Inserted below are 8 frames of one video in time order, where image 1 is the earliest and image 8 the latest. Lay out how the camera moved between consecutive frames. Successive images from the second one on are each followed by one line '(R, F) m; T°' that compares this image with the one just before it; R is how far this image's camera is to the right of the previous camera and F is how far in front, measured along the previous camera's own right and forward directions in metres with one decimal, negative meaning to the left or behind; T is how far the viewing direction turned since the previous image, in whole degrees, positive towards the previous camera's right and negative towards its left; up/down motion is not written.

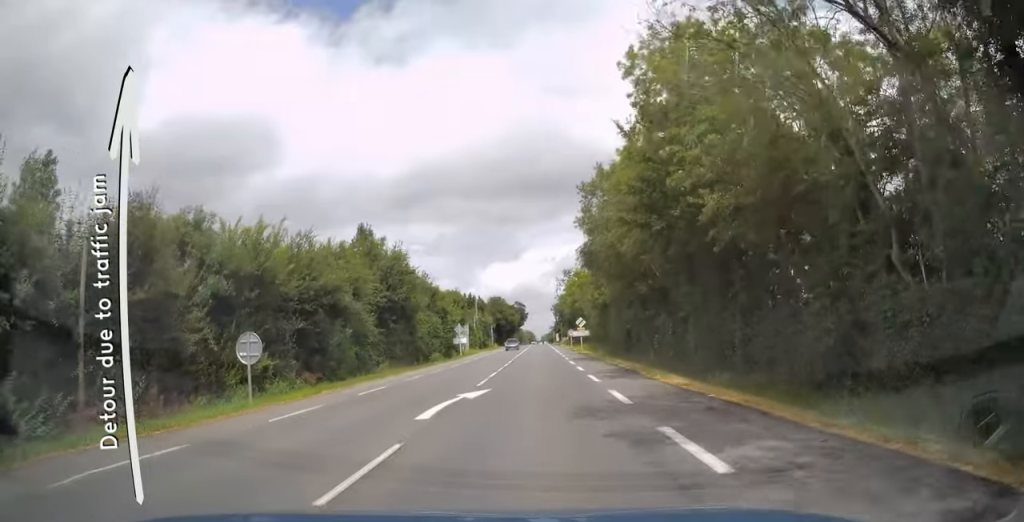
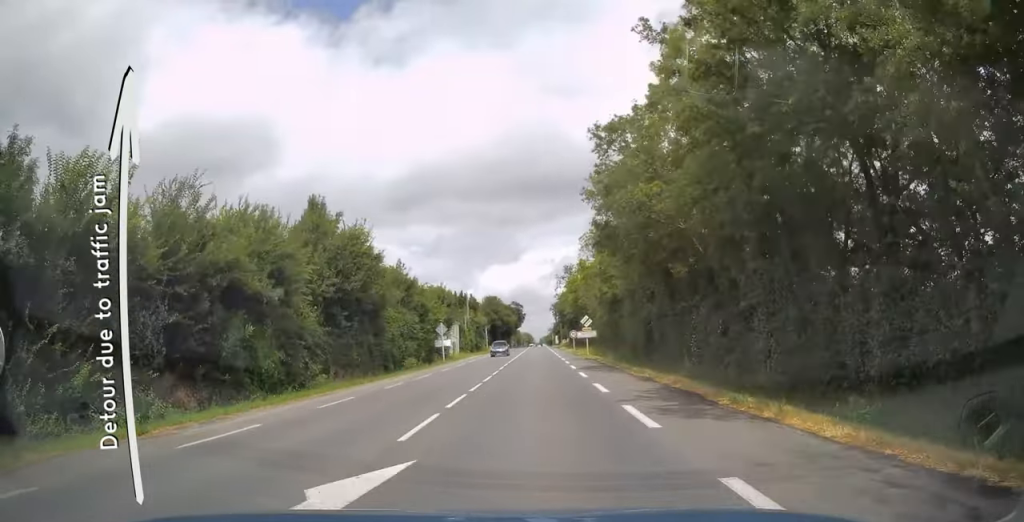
(0.0, +9.7) m; 0°
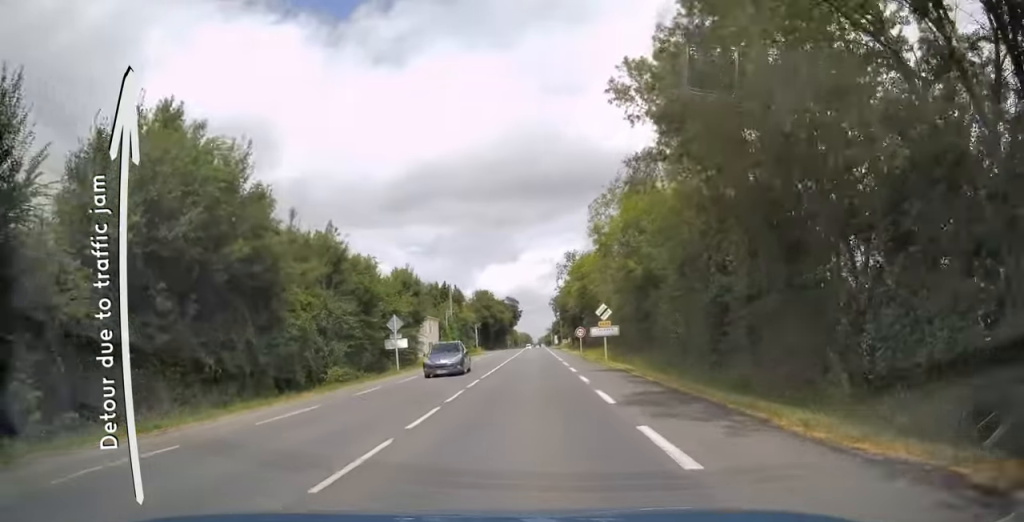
(0.0, +15.6) m; 0°
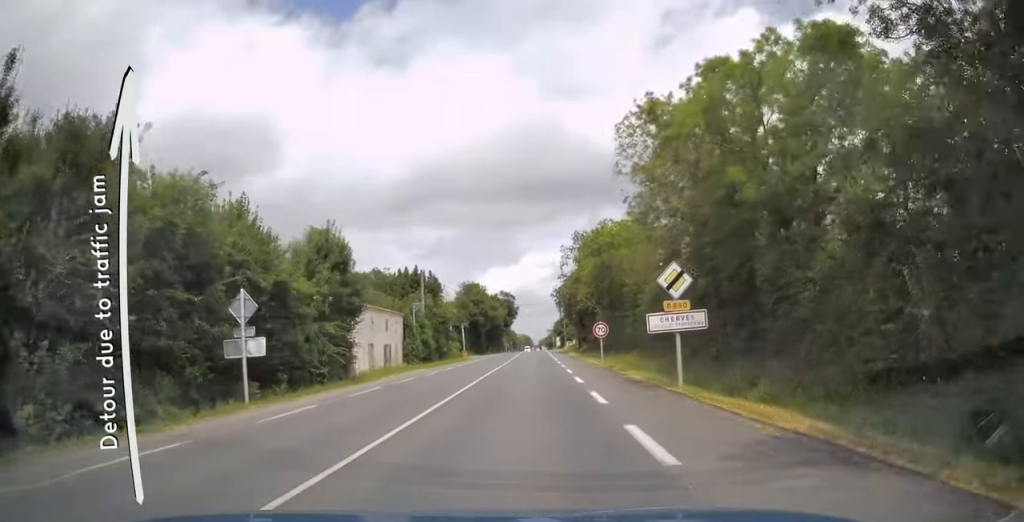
(0.0, +18.5) m; 0°
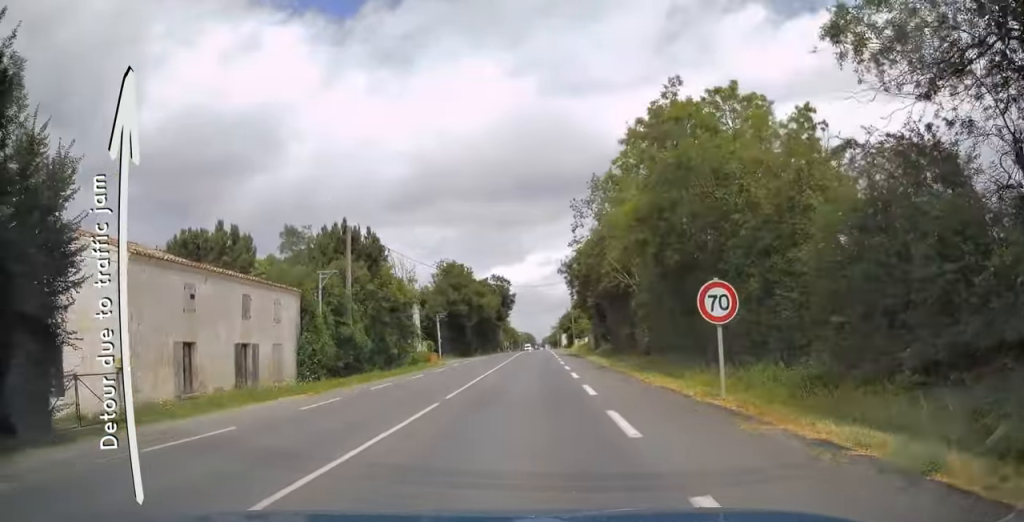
(0.0, +23.4) m; 0°
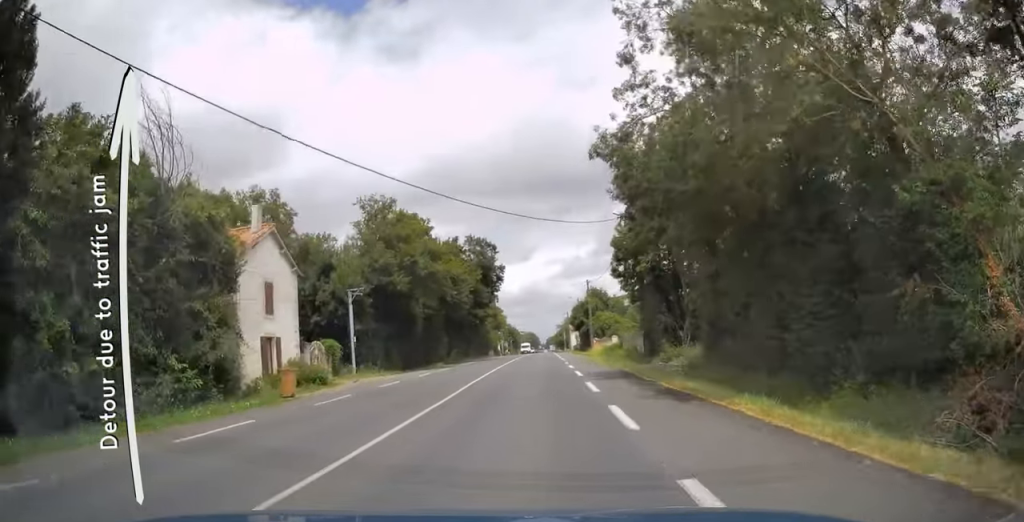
(-0.2, +31.1) m; -1°
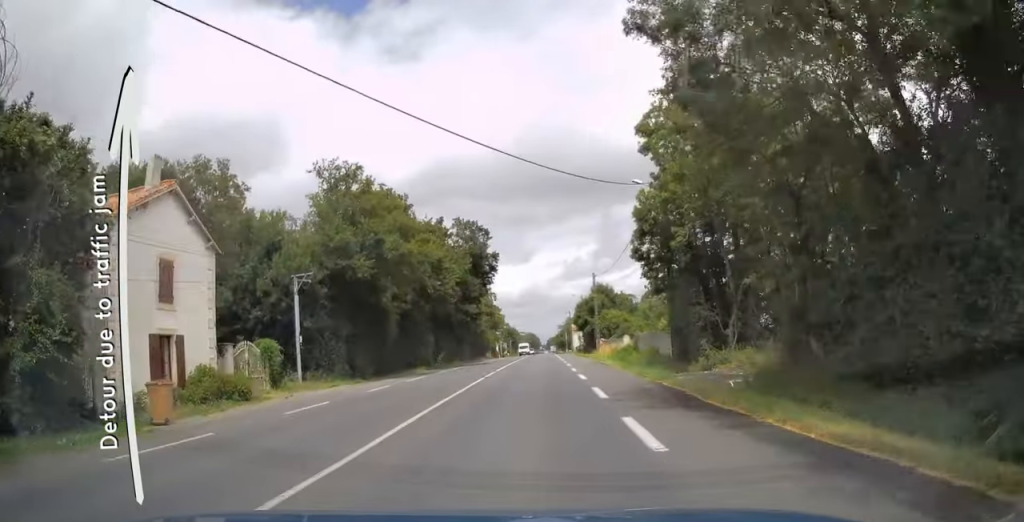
(0.0, +8.1) m; 0°
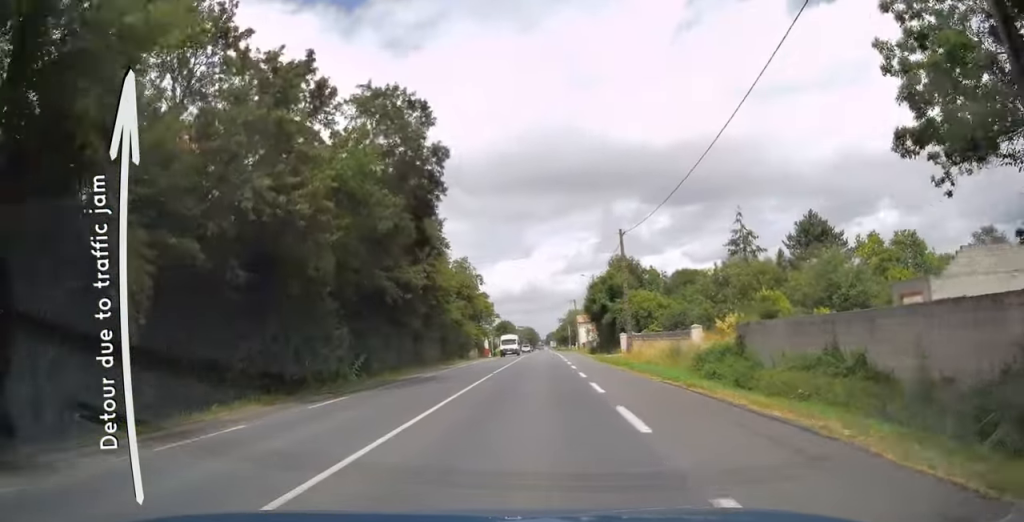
(-0.1, +24.2) m; 0°
